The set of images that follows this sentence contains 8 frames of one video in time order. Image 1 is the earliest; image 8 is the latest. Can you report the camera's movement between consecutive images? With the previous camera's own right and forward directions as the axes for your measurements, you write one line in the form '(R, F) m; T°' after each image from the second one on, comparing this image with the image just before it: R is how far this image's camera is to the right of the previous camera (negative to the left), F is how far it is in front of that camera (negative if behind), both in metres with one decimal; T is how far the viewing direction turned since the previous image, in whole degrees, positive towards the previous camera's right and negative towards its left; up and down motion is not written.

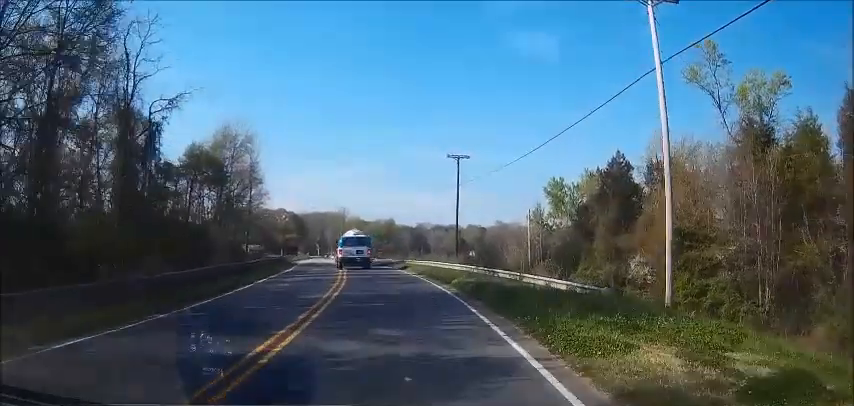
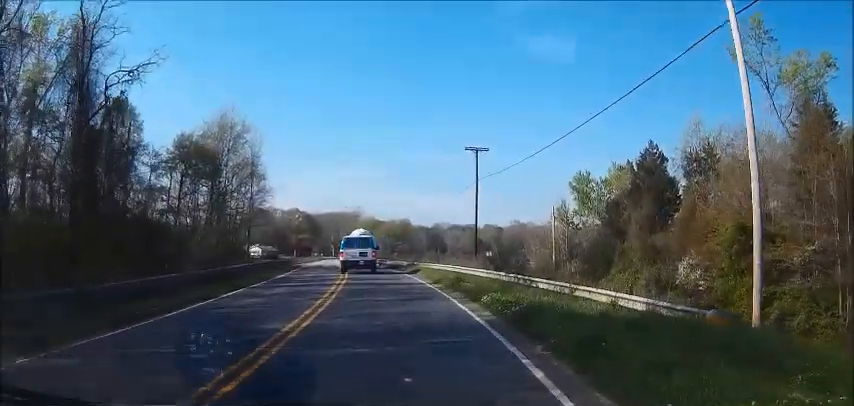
(-0.1, +5.3) m; -1°
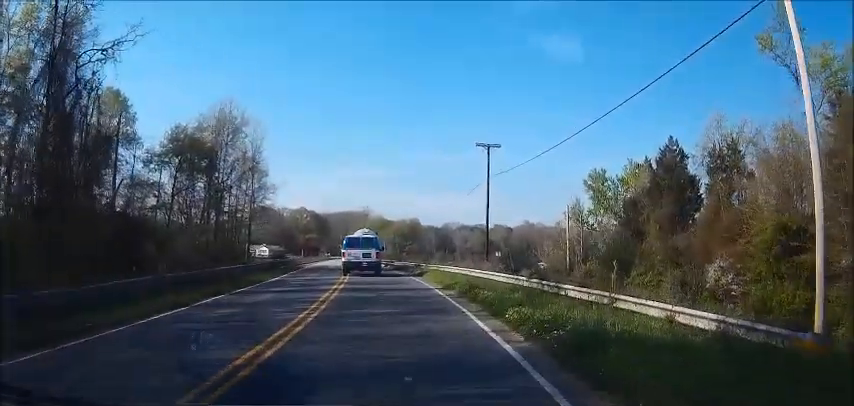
(0.0, +3.0) m; -1°
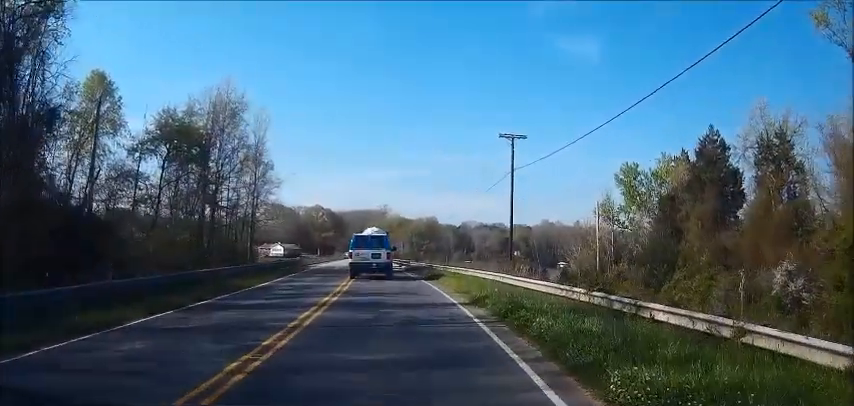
(-0.1, +5.0) m; -2°
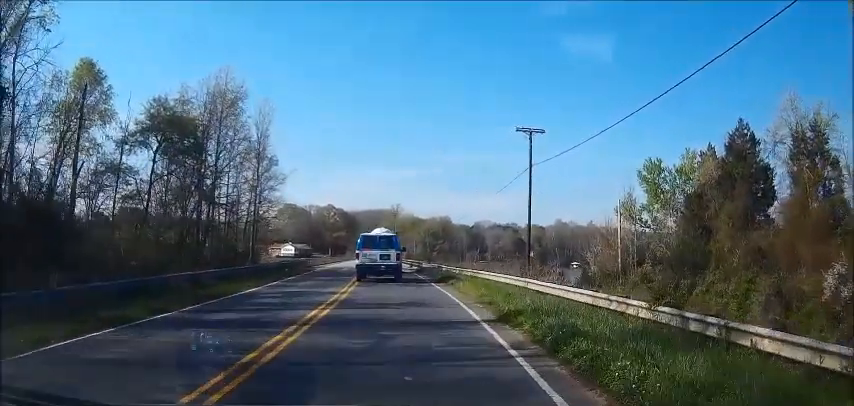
(0.0, +3.3) m; -3°
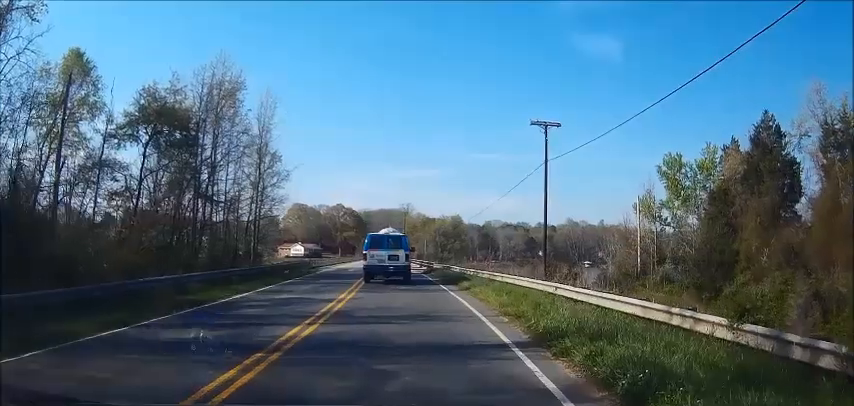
(-0.1, +2.8) m; -1°
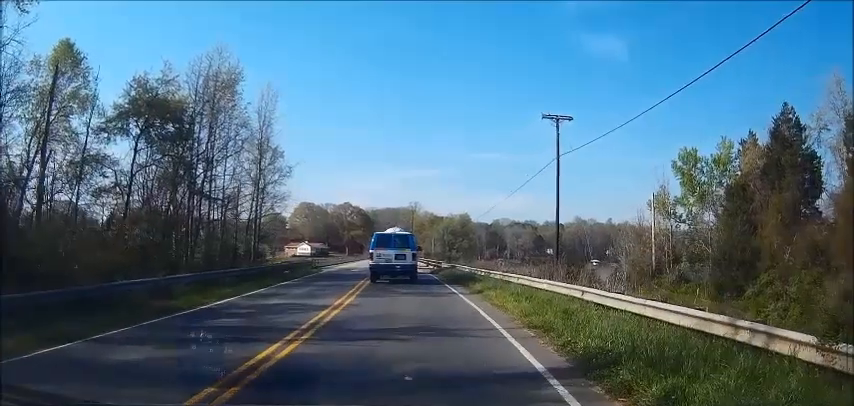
(0.0, +2.2) m; 0°
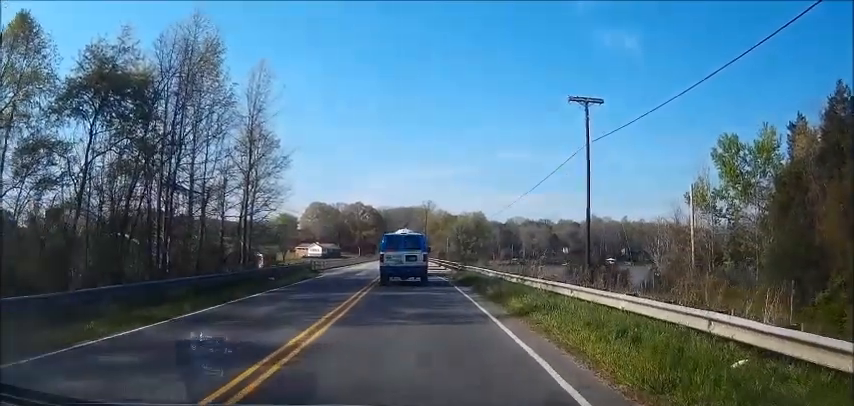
(+0.1, +7.1) m; +1°
